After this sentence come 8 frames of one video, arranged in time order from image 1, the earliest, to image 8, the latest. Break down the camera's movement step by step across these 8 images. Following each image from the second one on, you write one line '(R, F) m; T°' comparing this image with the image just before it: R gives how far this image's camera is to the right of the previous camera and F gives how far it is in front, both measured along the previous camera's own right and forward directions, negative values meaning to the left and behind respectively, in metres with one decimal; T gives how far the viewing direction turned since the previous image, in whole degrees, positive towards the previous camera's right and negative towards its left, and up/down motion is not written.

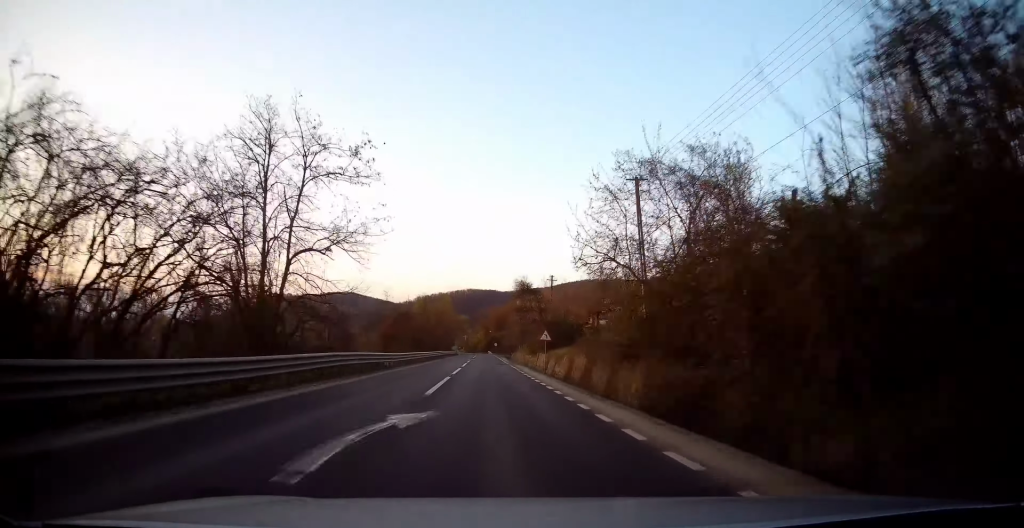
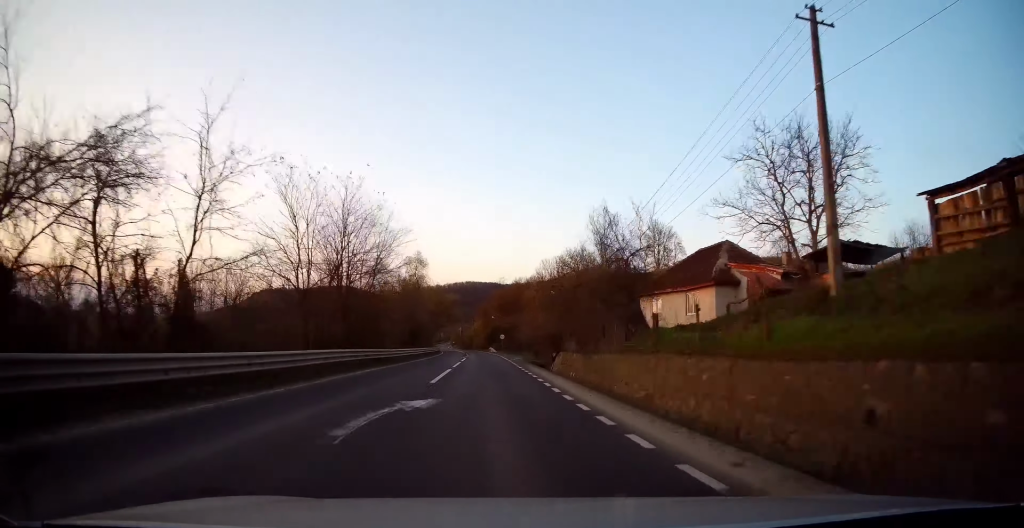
(+0.2, +54.3) m; +1°
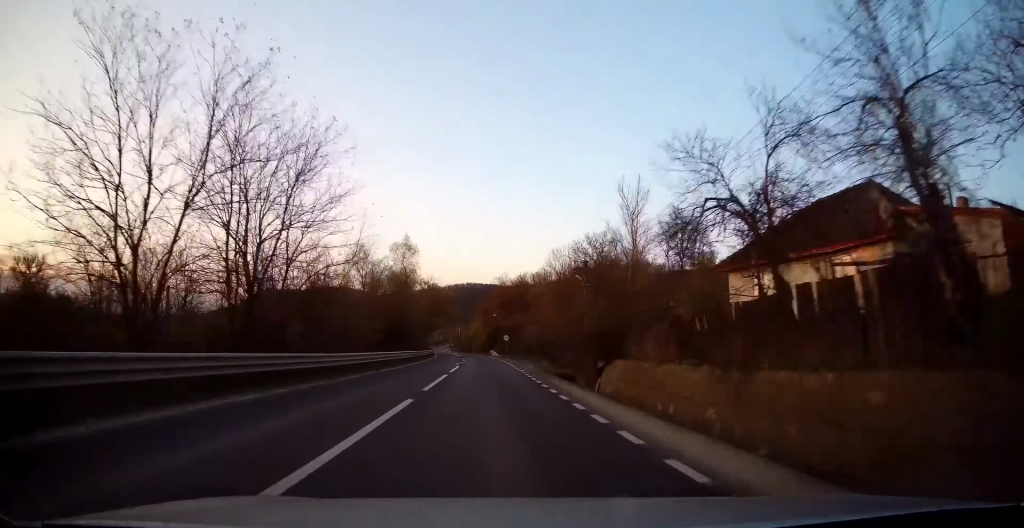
(+0.2, +13.7) m; 0°
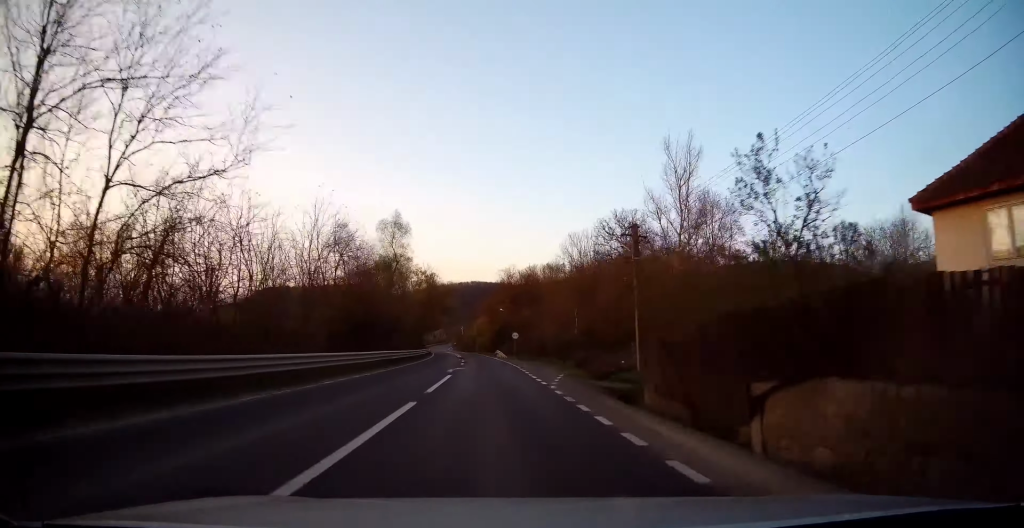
(+0.3, +11.9) m; 0°
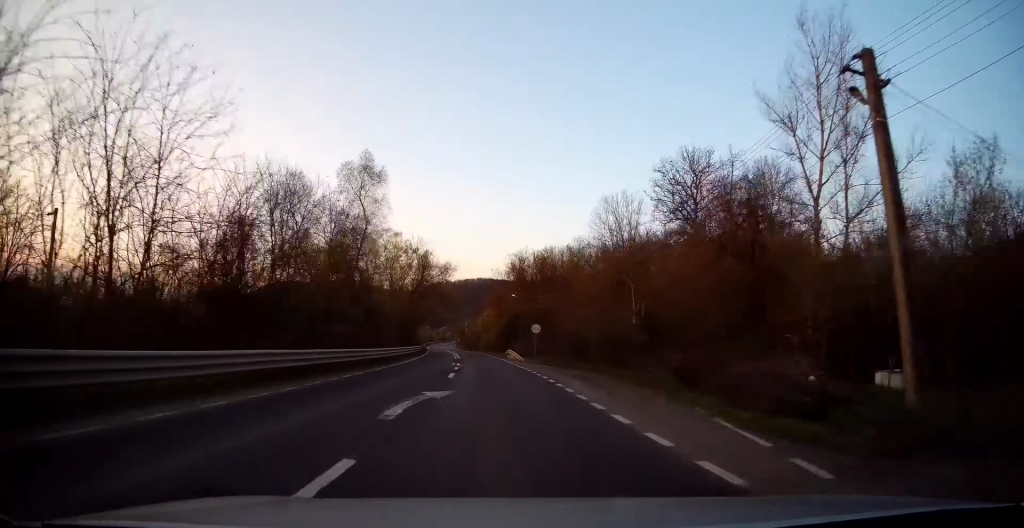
(-0.5, +17.9) m; -1°
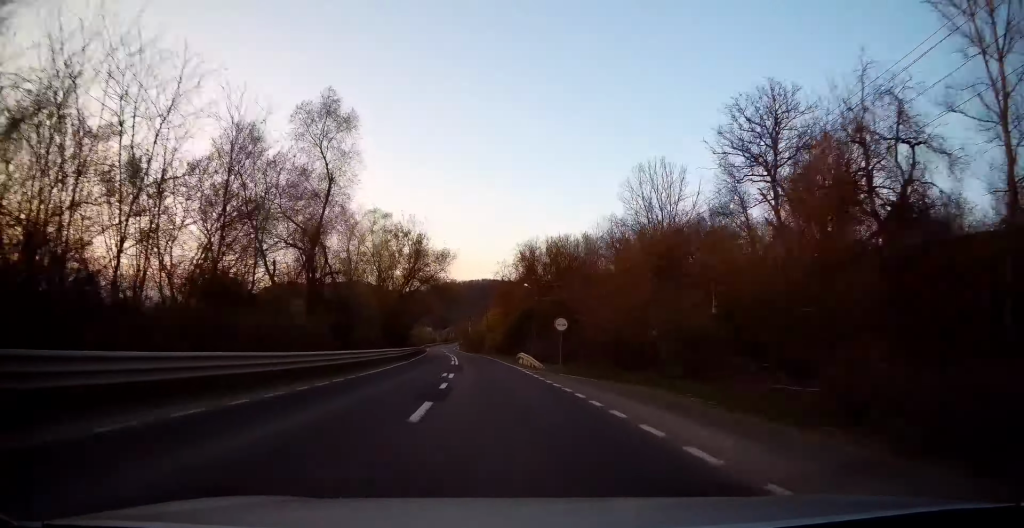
(-0.2, +11.1) m; 0°
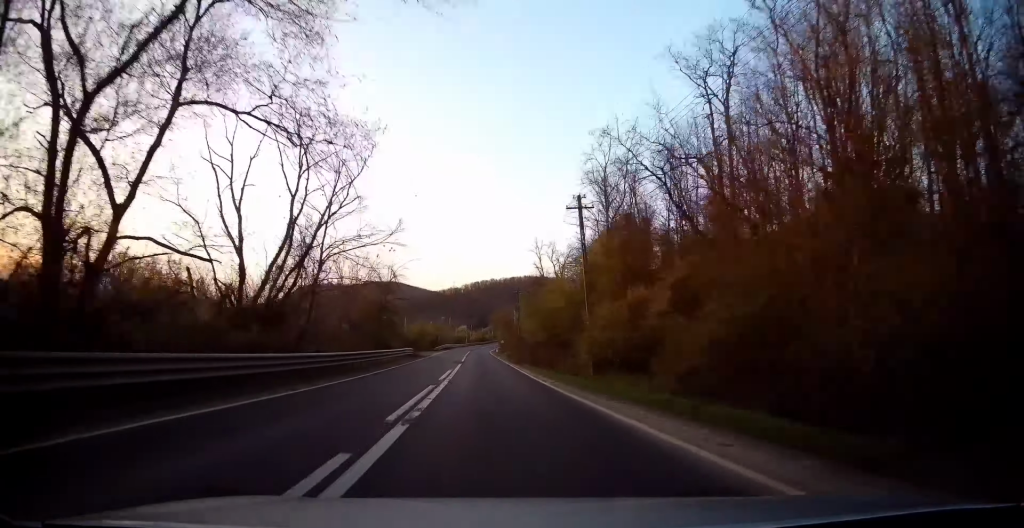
(-1.5, +60.2) m; -4°
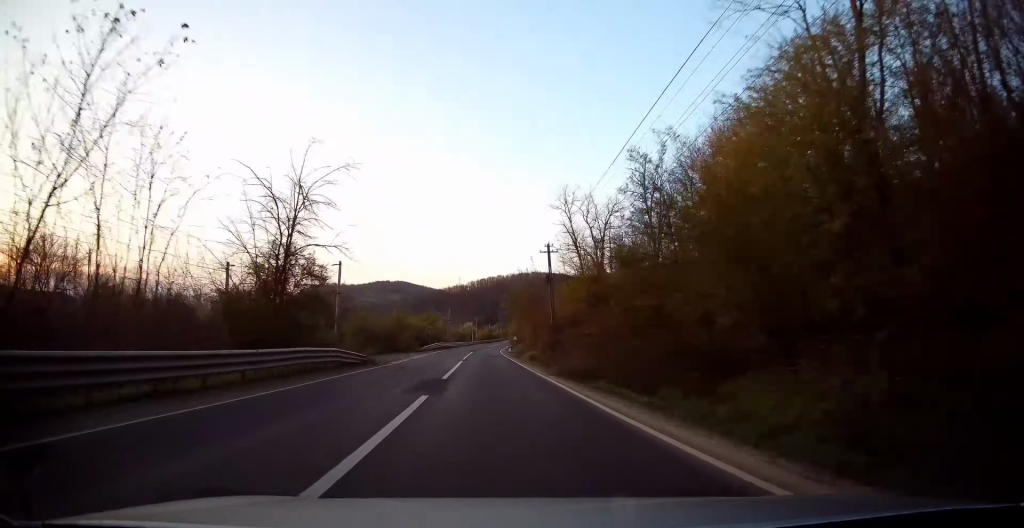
(-0.2, +26.1) m; -1°
